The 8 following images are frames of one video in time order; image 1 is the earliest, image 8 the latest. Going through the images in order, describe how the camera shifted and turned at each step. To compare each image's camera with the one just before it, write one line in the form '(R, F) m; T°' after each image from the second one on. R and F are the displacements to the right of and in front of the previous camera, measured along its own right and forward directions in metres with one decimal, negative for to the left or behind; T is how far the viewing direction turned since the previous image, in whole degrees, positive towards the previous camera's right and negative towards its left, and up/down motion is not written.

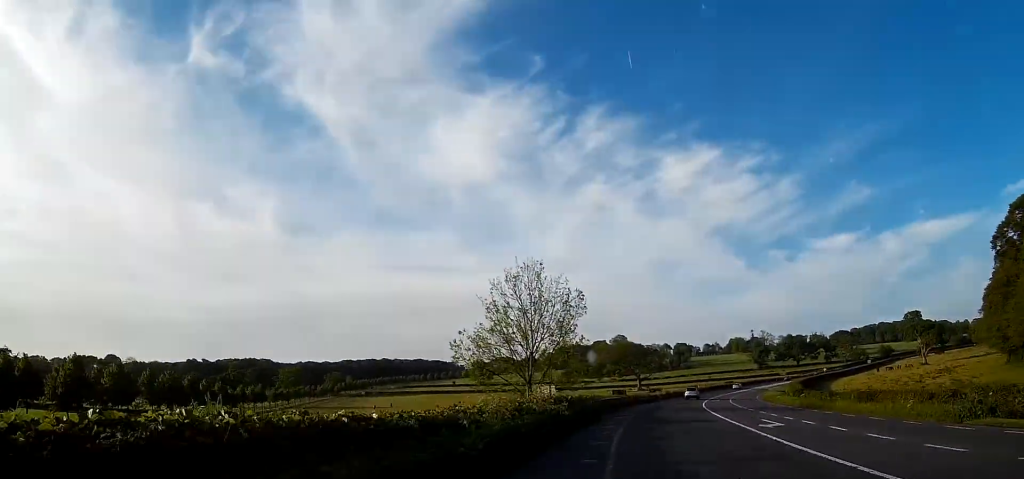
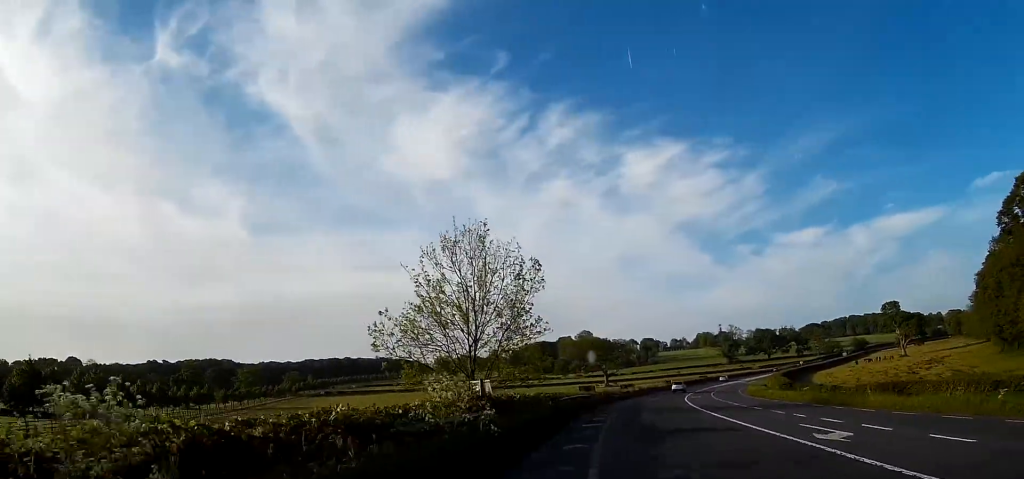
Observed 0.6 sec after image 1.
(+0.1, +9.3) m; +2°
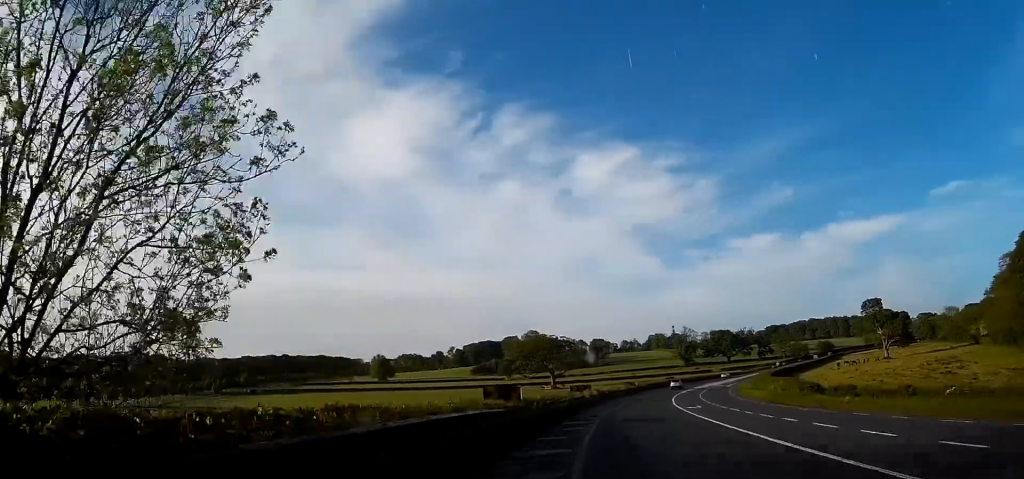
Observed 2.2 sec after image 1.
(+1.2, +25.9) m; +7°
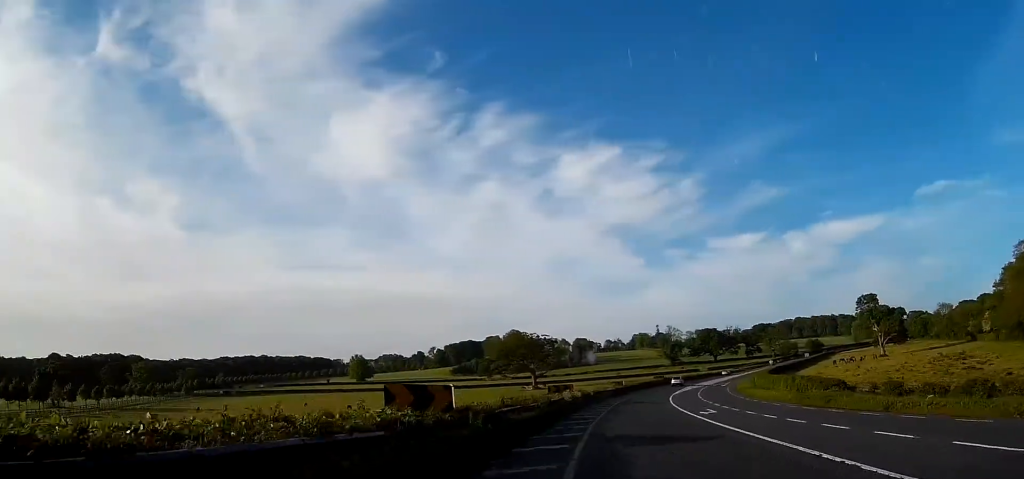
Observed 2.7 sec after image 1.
(+0.5, +9.8) m; +2°
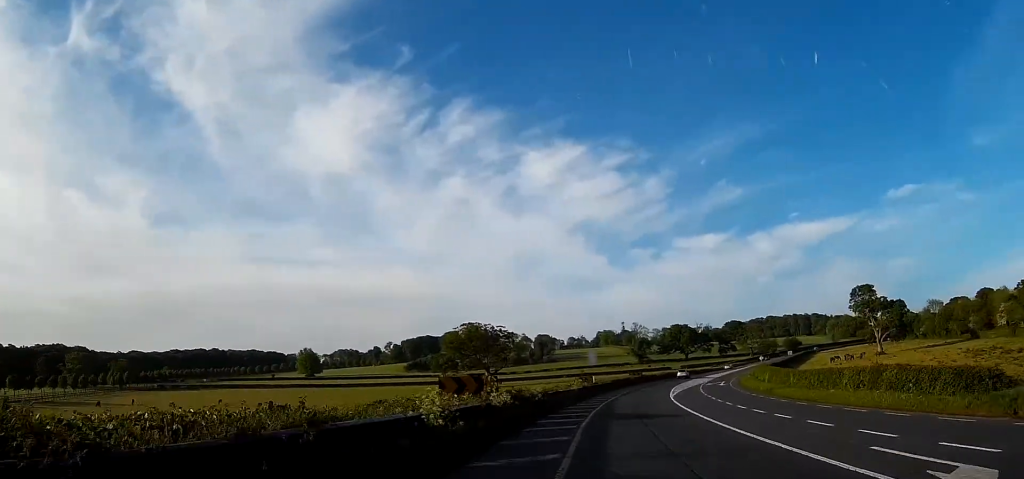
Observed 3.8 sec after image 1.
(+0.5, +24.5) m; +3°
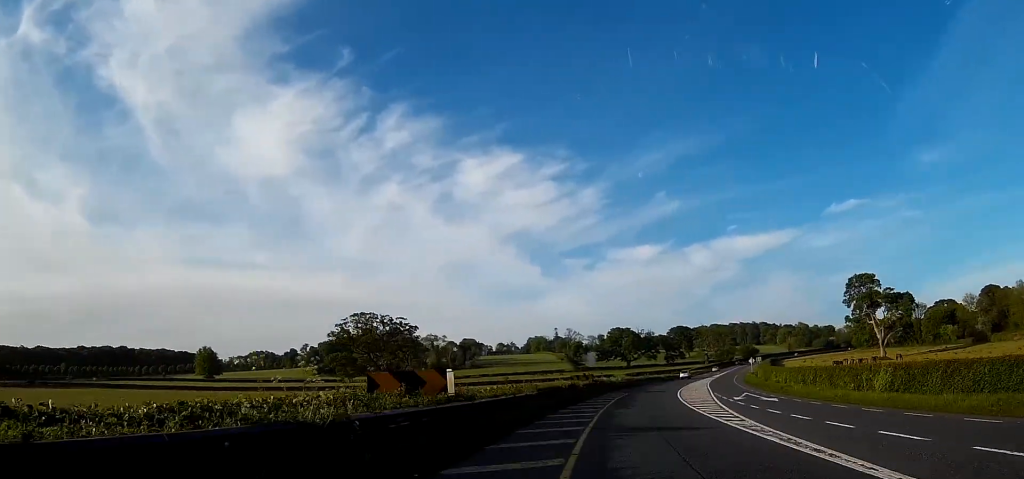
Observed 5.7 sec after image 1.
(+3.1, +44.4) m; +7°
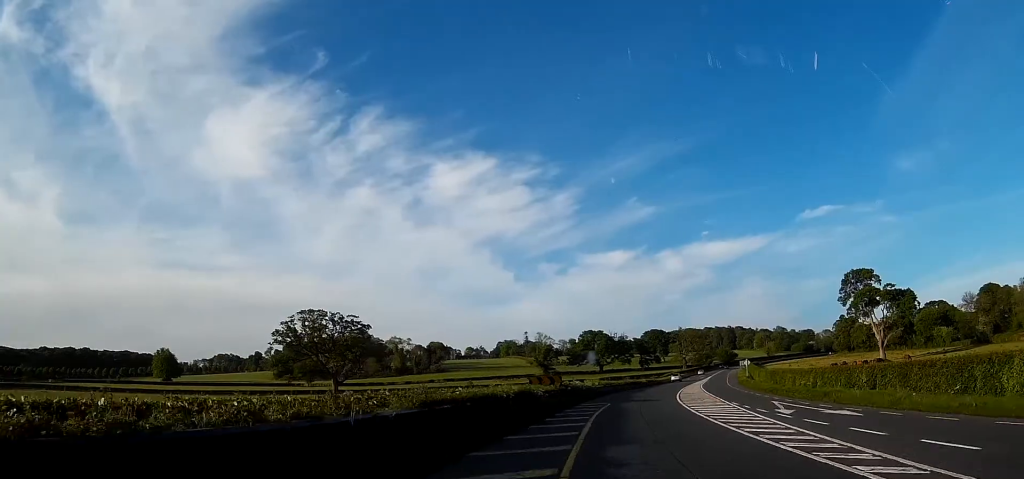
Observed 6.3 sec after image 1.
(+0.2, +15.3) m; +2°
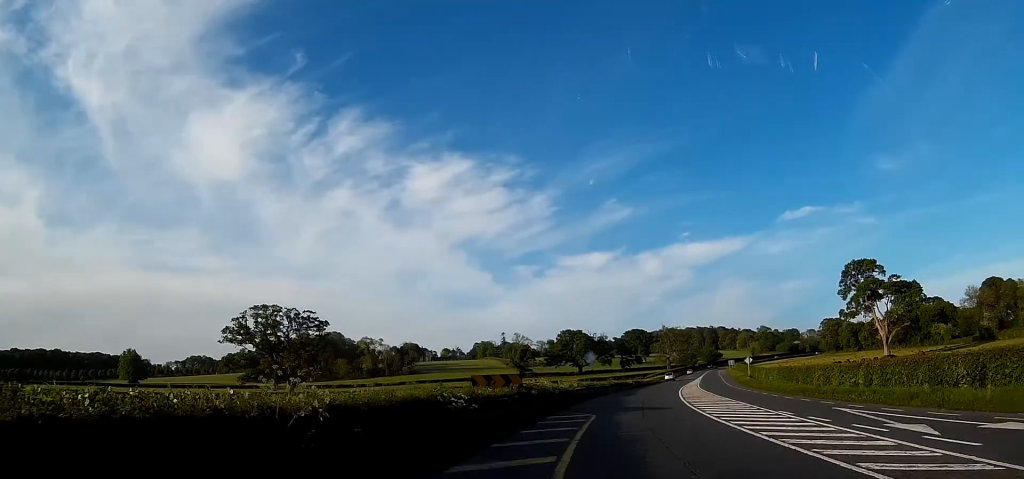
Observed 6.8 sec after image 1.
(+0.3, +13.1) m; +2°
